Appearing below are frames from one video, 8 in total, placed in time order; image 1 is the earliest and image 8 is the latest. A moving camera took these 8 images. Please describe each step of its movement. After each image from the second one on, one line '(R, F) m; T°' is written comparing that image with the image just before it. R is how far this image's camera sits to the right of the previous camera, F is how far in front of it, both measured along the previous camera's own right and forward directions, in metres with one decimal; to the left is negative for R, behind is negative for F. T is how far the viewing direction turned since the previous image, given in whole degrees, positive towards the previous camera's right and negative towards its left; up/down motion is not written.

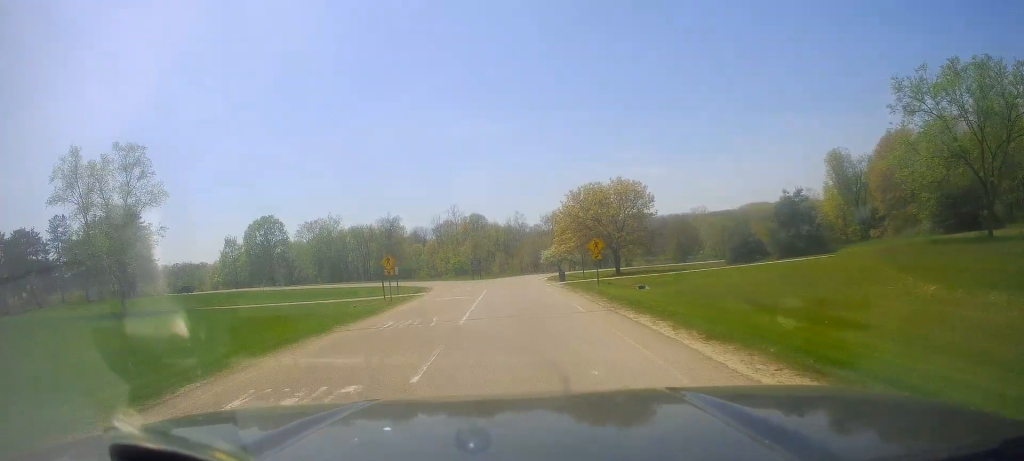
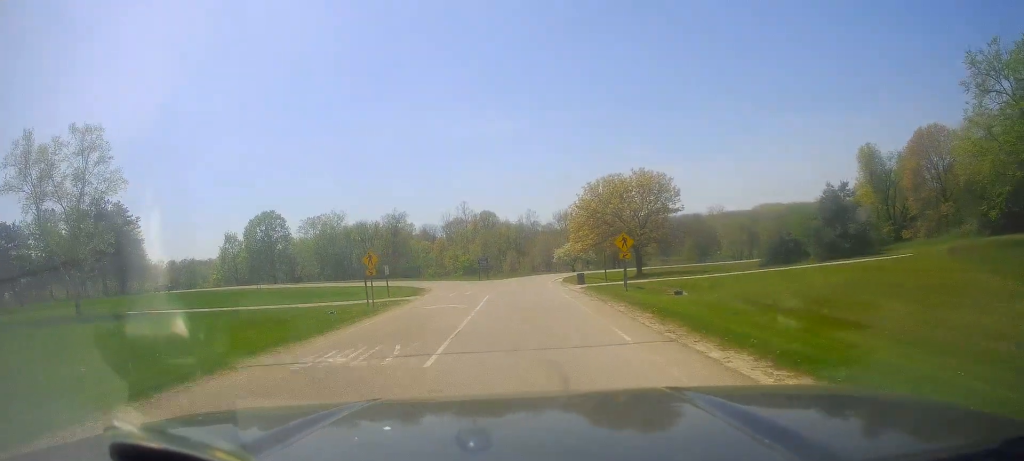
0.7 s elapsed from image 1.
(-0.3, +6.5) m; -3°
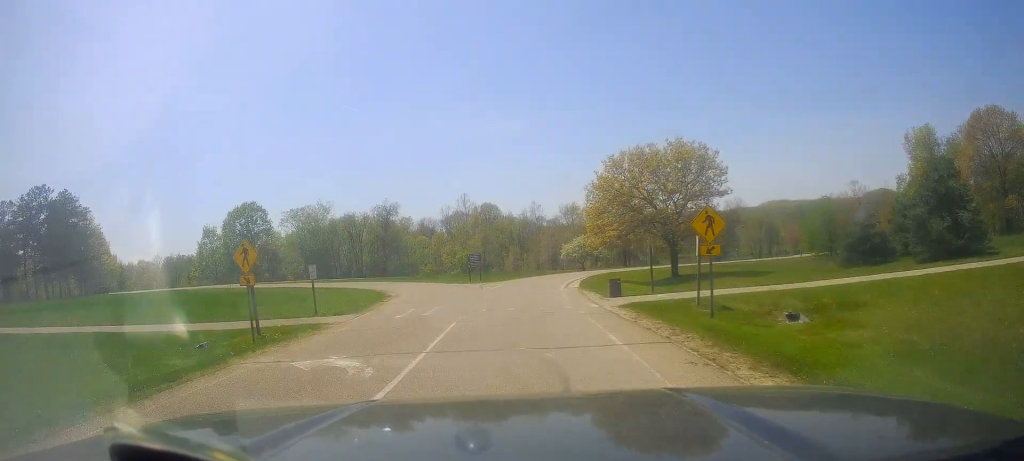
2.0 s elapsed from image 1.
(+0.2, +13.9) m; +4°
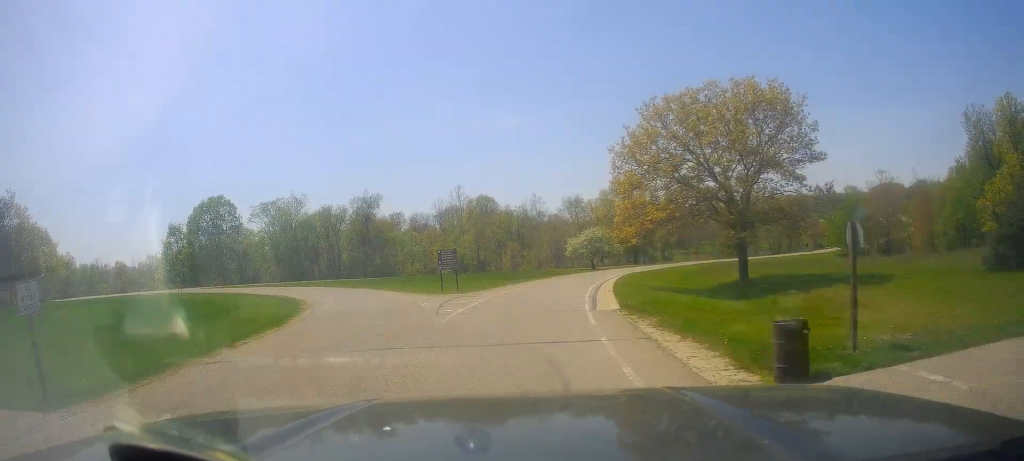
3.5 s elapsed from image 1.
(+0.7, +16.4) m; 0°
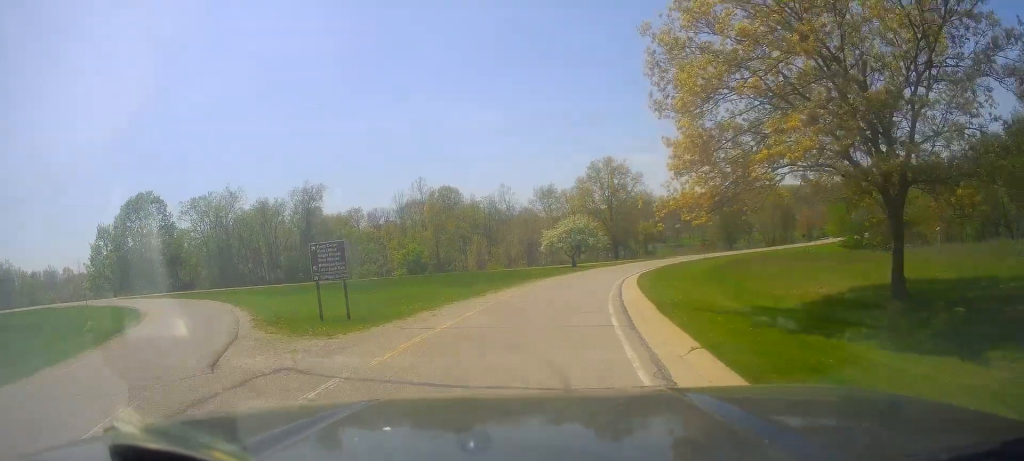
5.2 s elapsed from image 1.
(-0.2, +17.4) m; +3°
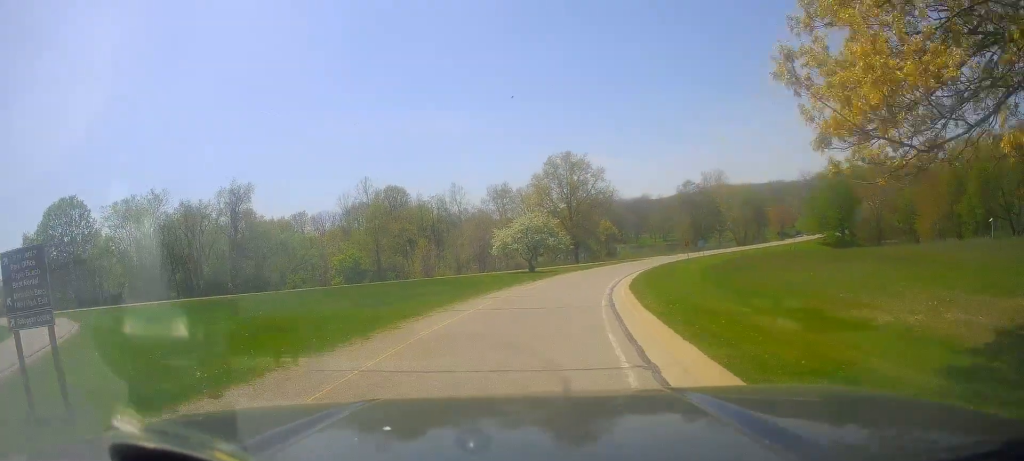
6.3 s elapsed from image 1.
(+0.5, +11.2) m; +4°
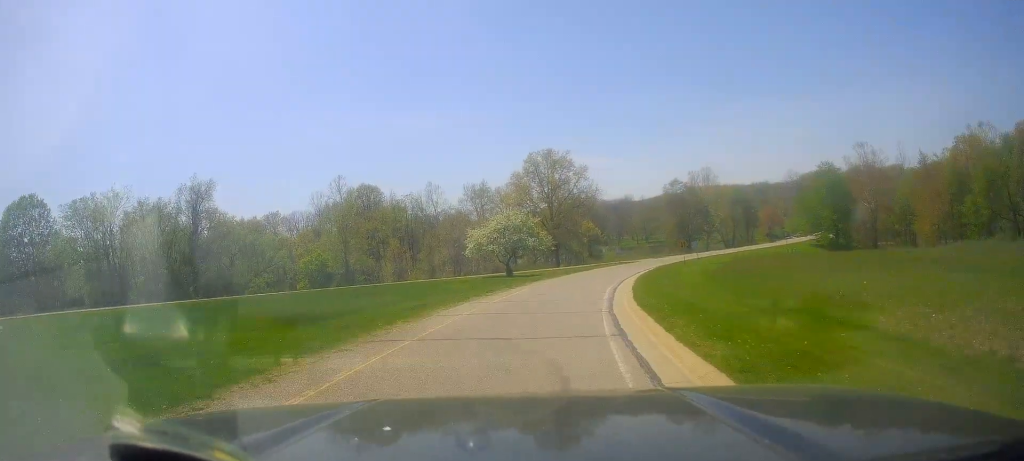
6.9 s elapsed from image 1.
(+0.1, +6.2) m; +2°
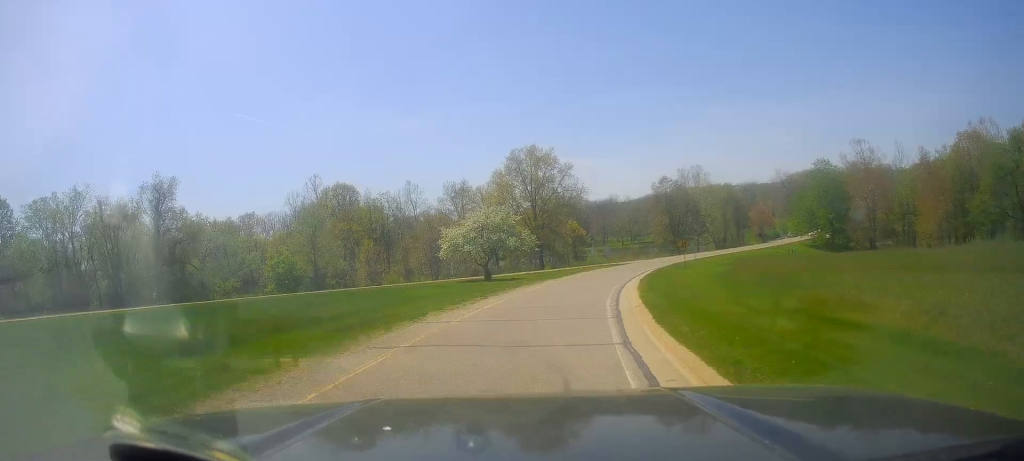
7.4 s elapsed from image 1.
(0.0, +5.9) m; +2°
